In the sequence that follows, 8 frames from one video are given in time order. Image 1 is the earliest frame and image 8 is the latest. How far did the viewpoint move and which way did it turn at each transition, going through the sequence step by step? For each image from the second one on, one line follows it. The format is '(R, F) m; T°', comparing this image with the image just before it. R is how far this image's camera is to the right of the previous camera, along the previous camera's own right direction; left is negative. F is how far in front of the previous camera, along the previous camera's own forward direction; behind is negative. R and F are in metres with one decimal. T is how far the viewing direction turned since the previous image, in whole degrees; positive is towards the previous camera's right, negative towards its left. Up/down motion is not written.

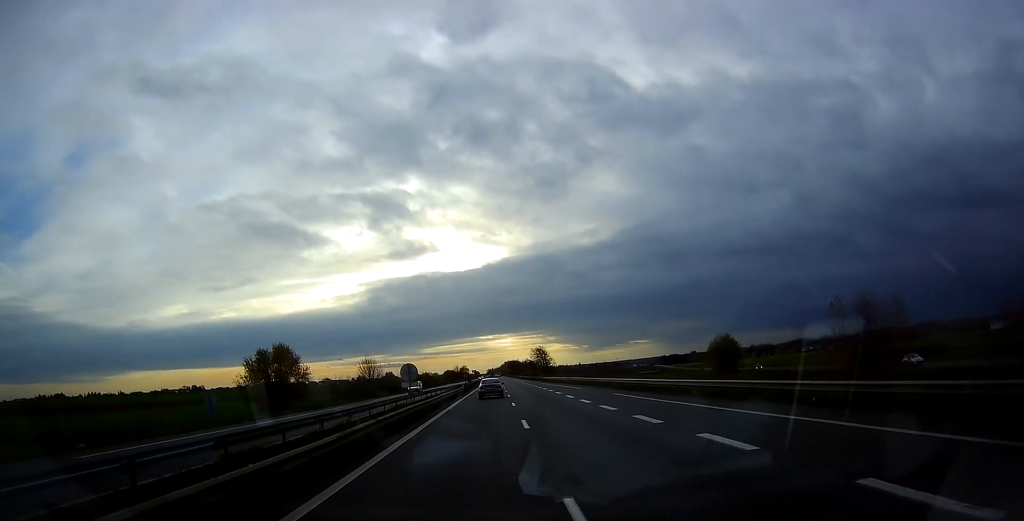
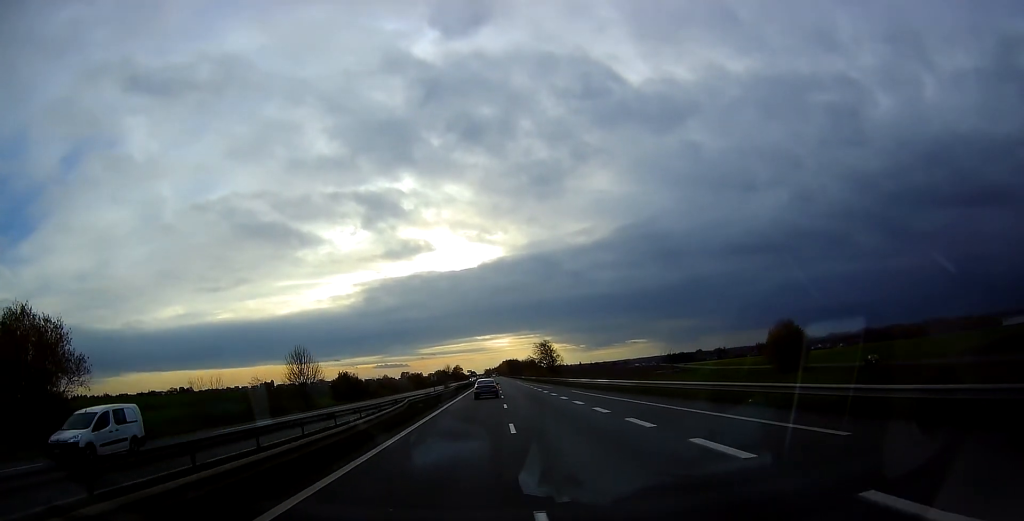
(+0.4, +40.7) m; +1°
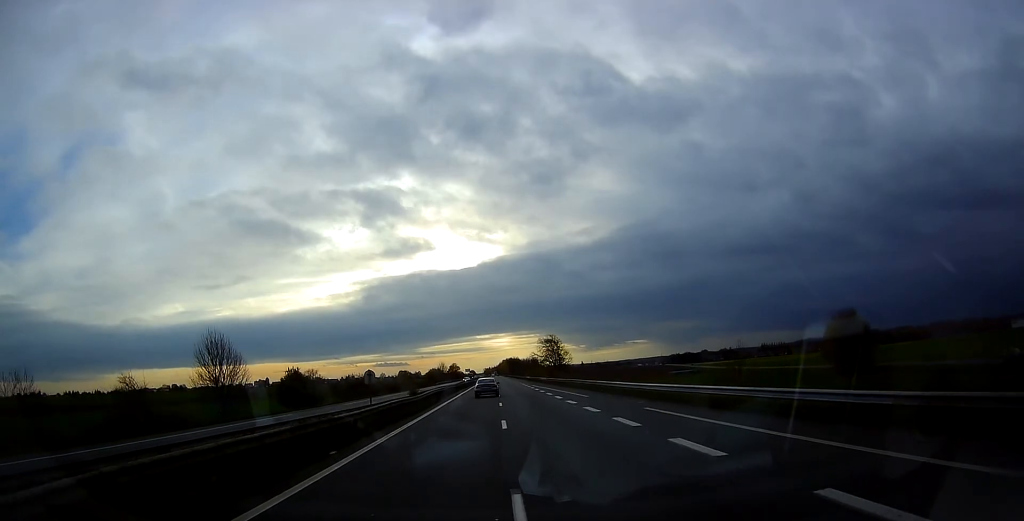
(0.0, +25.6) m; 0°
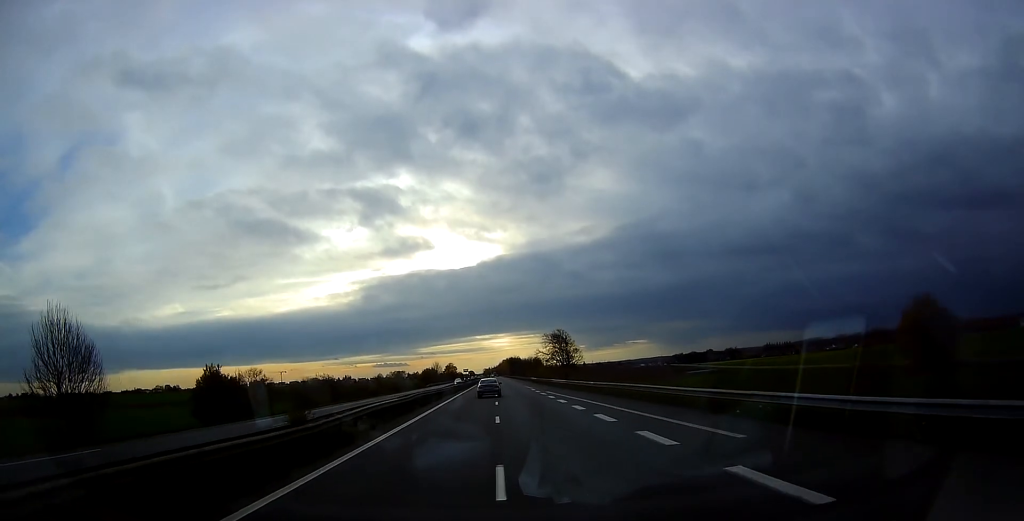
(-0.1, +23.8) m; +1°
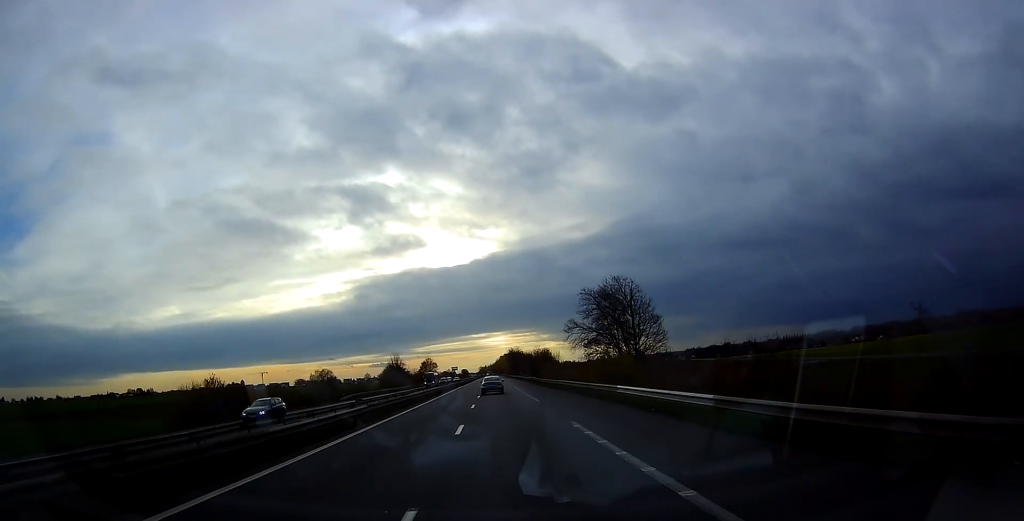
(0.0, +83.6) m; -1°
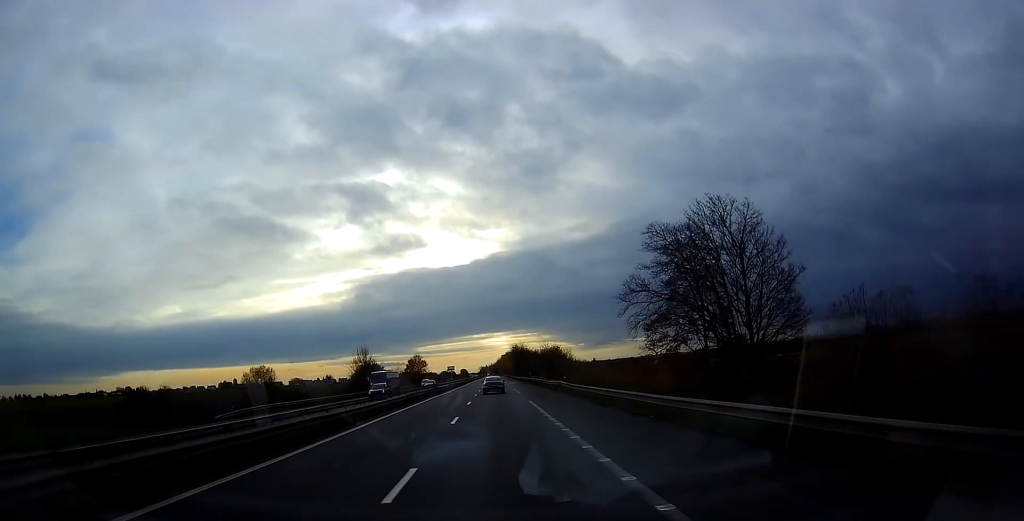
(0.0, +36.0) m; 0°
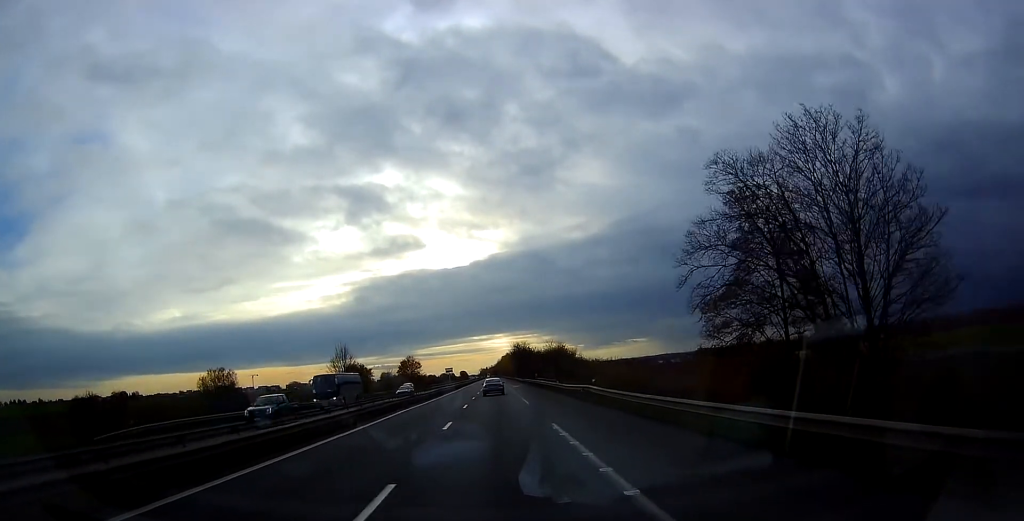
(0.0, +15.1) m; 0°
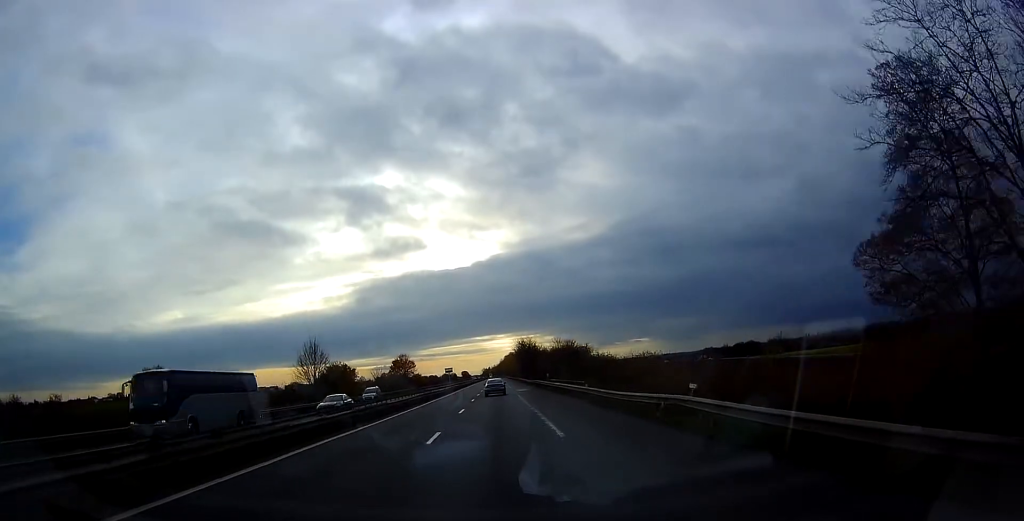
(0.0, +17.4) m; 0°
